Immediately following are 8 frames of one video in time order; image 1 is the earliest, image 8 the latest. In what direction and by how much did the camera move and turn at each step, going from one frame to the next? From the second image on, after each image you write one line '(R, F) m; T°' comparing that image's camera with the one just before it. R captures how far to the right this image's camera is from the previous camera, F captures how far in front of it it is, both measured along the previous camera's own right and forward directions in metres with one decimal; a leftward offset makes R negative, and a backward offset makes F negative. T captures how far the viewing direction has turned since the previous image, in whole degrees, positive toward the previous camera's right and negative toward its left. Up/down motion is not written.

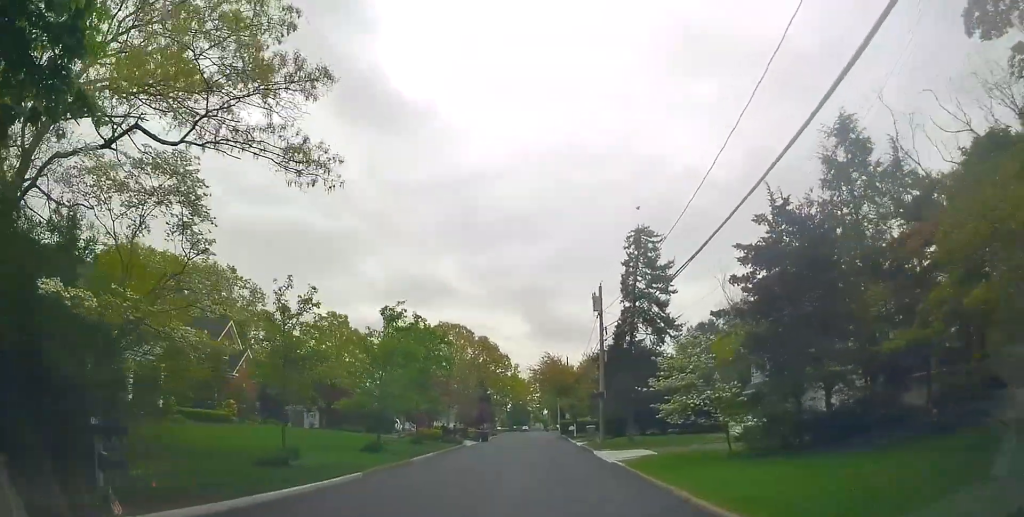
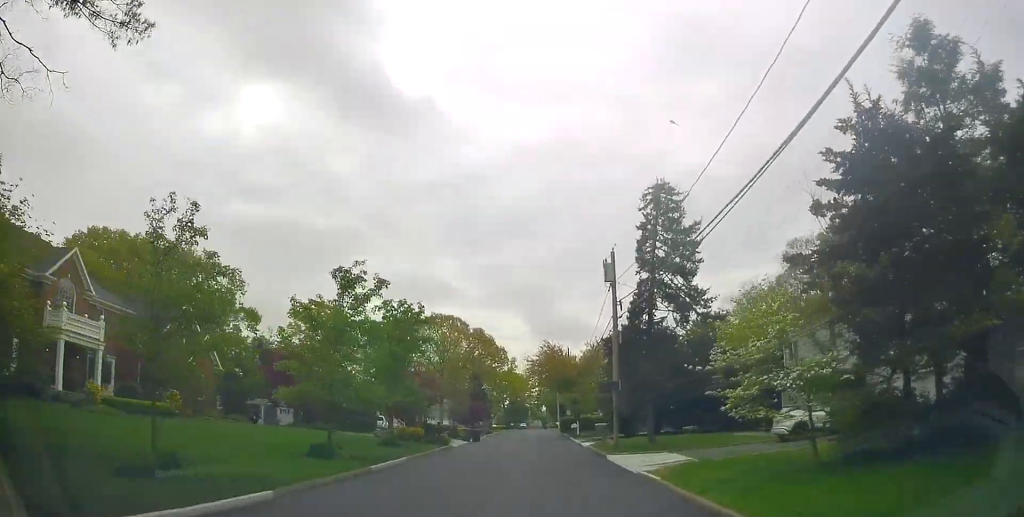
(-0.2, +6.3) m; 0°
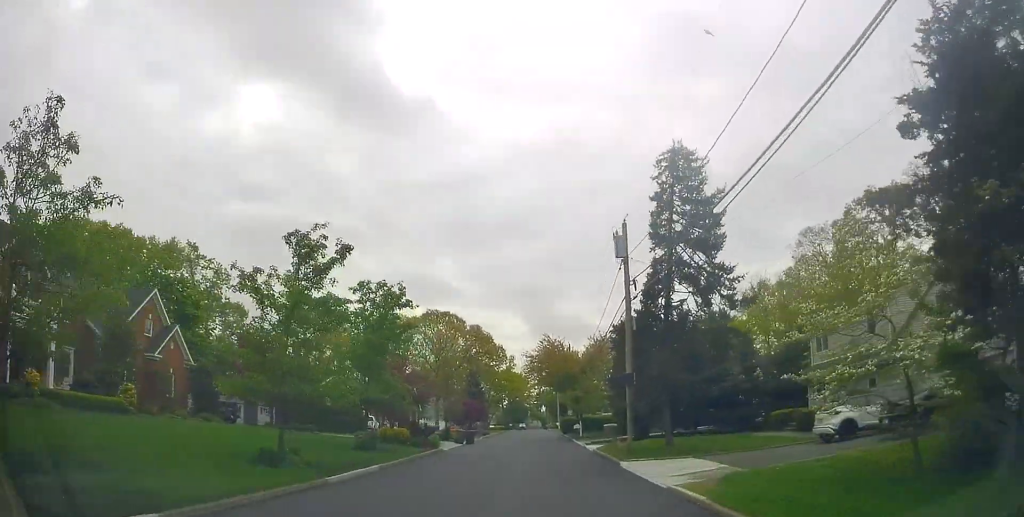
(0.0, +4.1) m; +1°
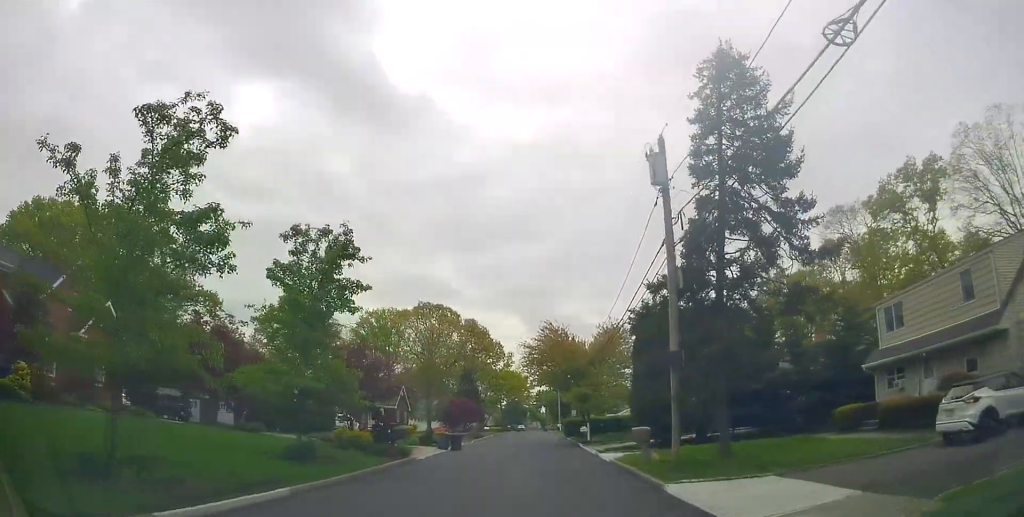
(+0.2, +7.6) m; +2°
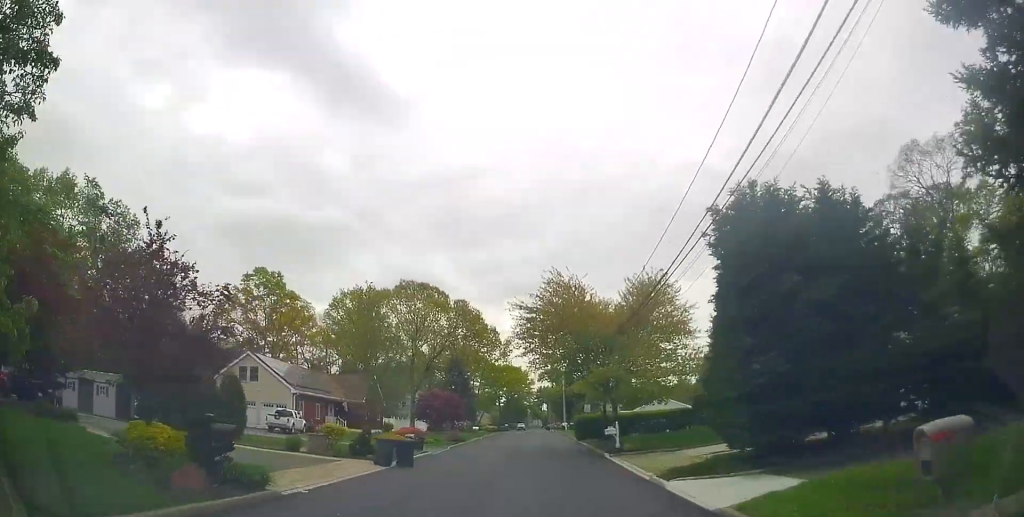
(0.0, +14.4) m; 0°
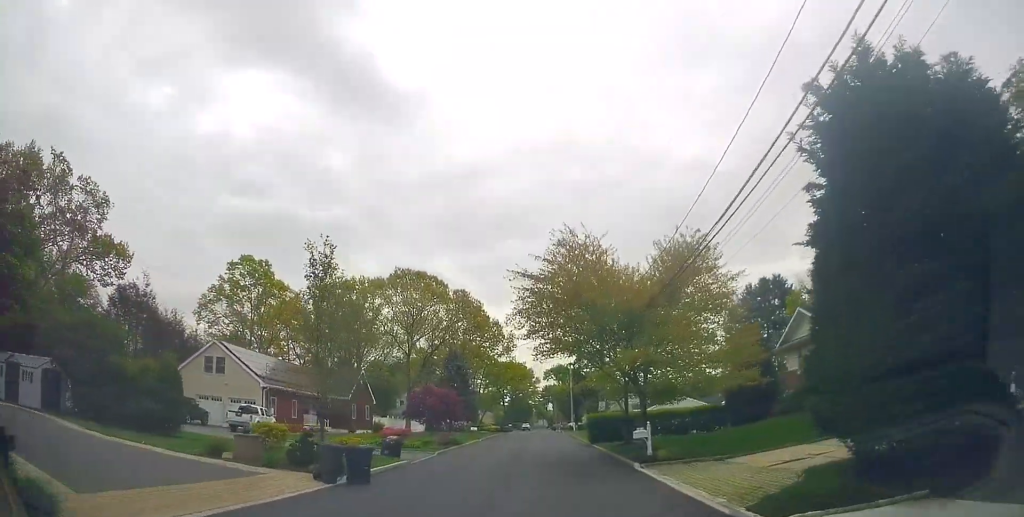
(-0.1, +6.3) m; 0°
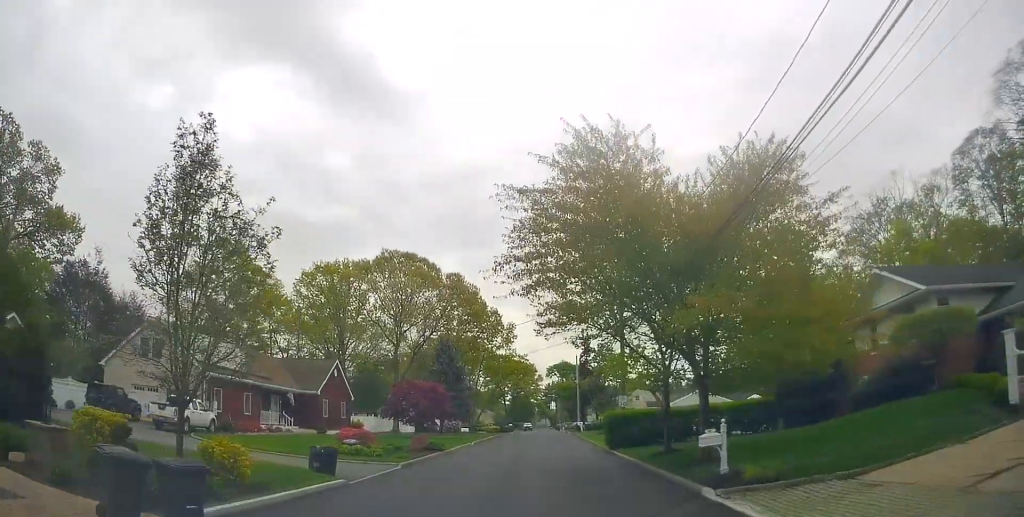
(+0.1, +8.8) m; 0°
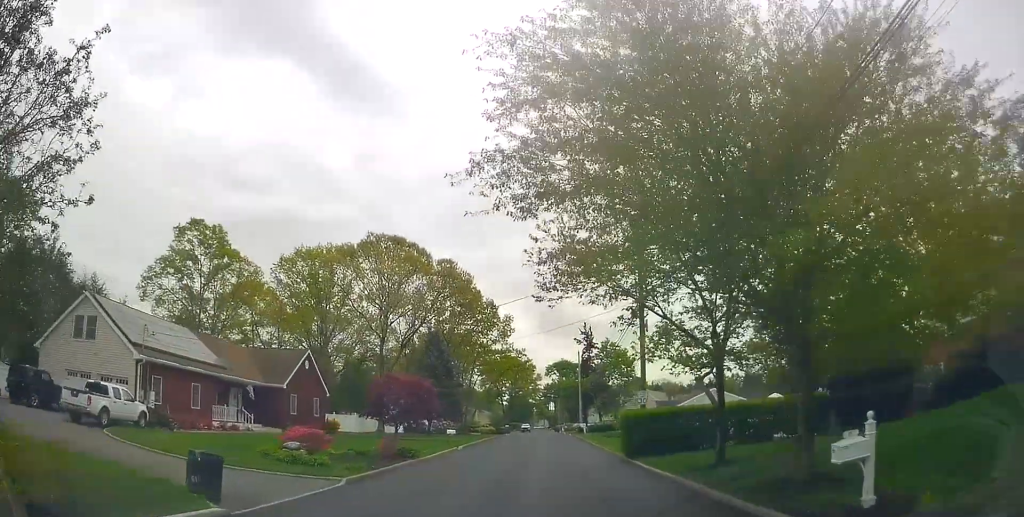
(0.0, +6.8) m; -3°
